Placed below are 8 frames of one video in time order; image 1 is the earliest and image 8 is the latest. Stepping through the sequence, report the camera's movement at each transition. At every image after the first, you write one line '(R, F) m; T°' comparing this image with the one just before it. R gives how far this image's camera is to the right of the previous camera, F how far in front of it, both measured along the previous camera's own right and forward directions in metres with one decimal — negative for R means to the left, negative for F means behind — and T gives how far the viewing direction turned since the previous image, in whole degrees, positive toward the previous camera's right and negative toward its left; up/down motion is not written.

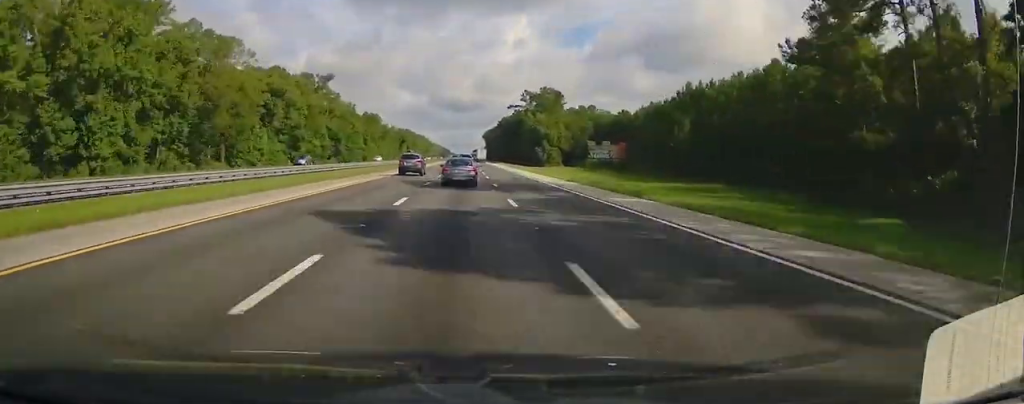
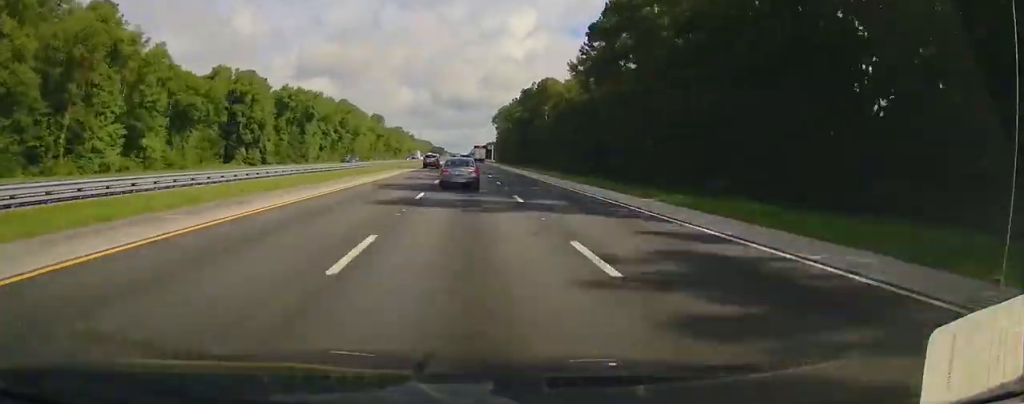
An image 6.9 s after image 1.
(+4.2, +233.6) m; +1°
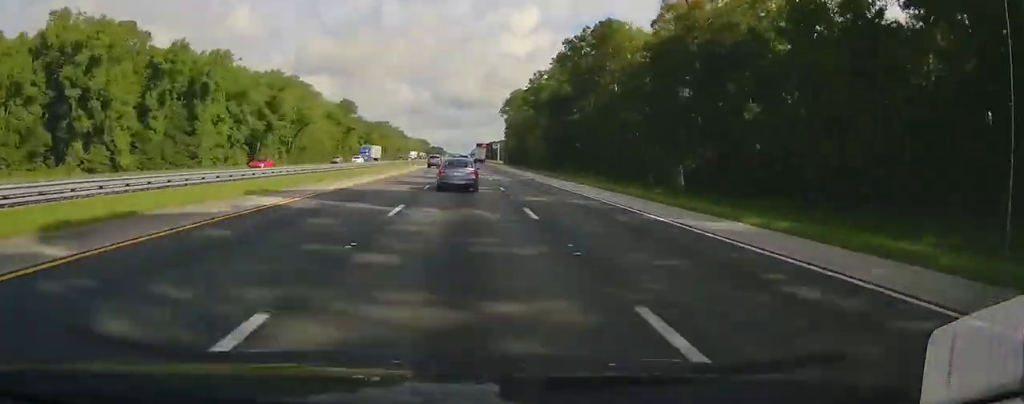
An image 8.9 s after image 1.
(-1.3, +67.4) m; 0°
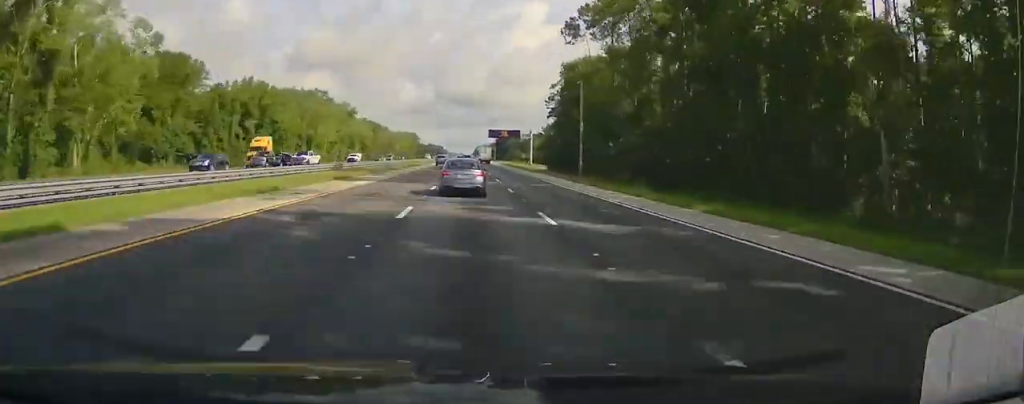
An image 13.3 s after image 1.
(-1.3, +148.1) m; -1°
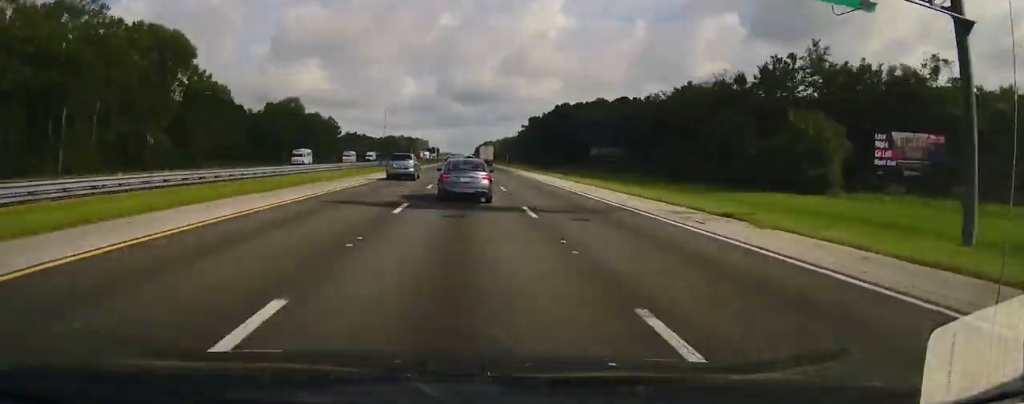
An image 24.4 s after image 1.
(-0.7, +373.5) m; 0°
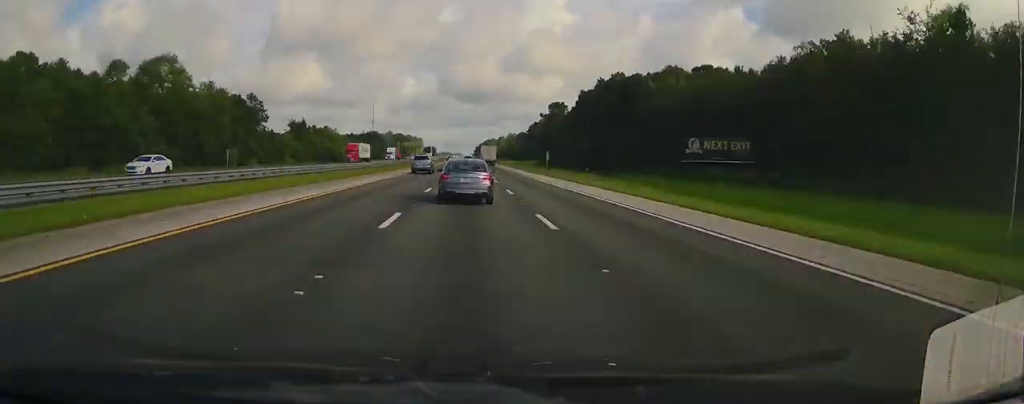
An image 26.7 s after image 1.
(+1.1, +77.3) m; 0°
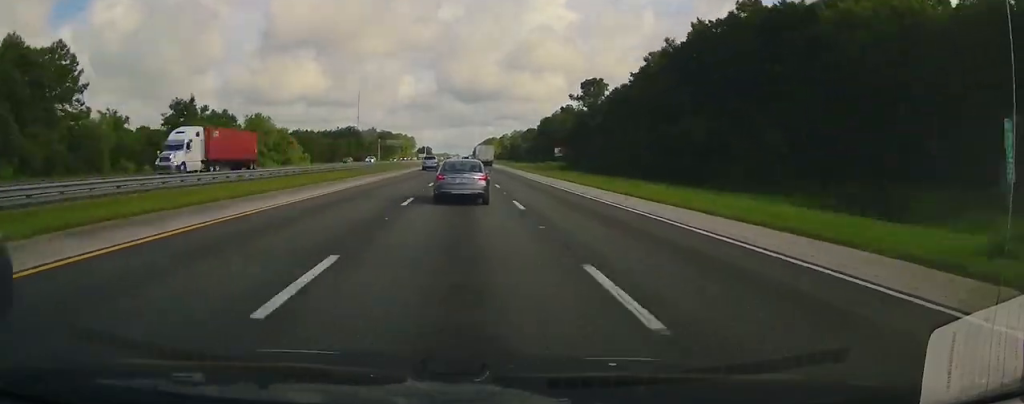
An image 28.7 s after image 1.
(-0.9, +69.1) m; 0°
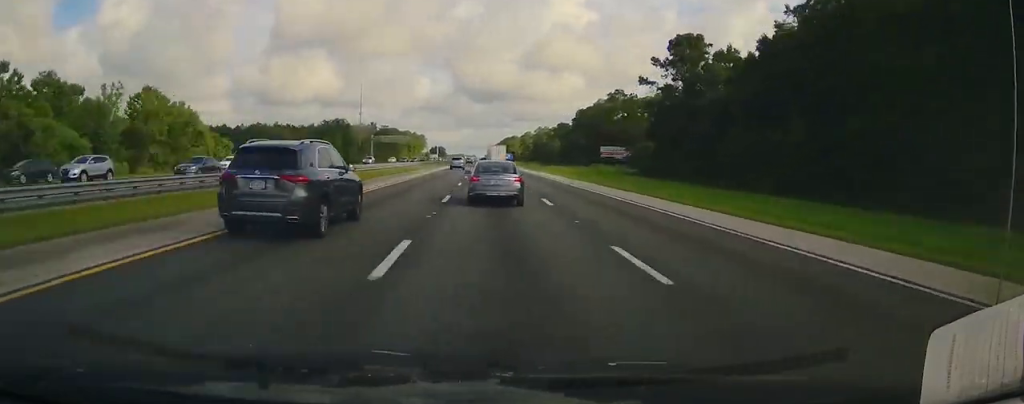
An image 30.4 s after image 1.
(-0.6, +60.1) m; 0°
